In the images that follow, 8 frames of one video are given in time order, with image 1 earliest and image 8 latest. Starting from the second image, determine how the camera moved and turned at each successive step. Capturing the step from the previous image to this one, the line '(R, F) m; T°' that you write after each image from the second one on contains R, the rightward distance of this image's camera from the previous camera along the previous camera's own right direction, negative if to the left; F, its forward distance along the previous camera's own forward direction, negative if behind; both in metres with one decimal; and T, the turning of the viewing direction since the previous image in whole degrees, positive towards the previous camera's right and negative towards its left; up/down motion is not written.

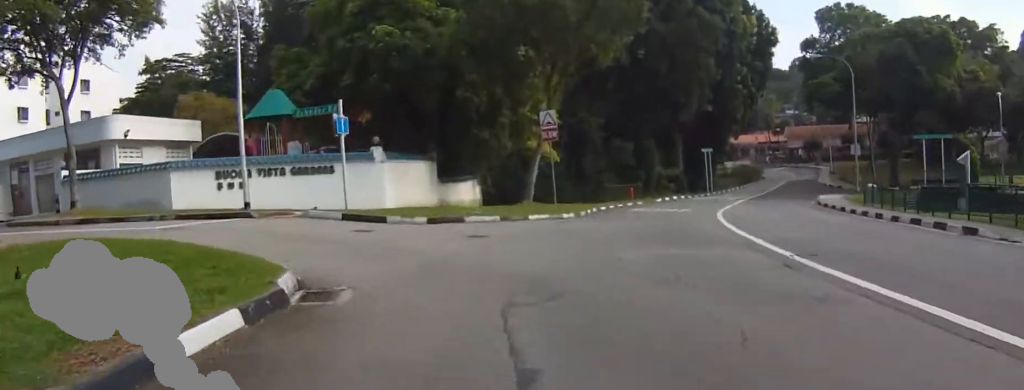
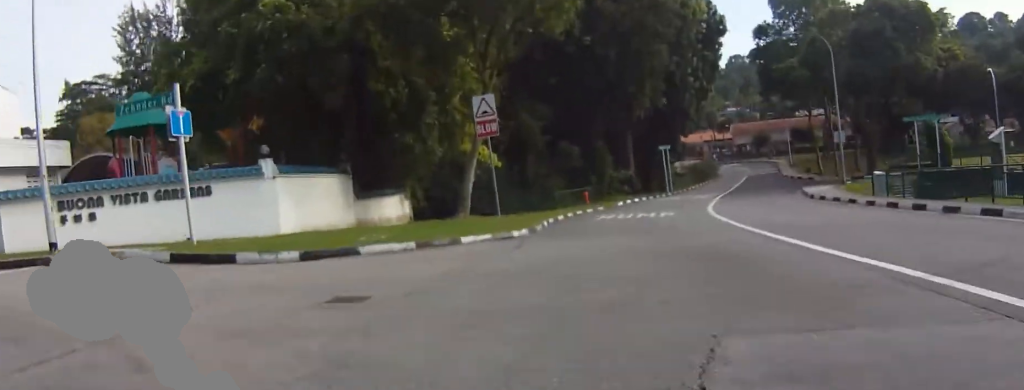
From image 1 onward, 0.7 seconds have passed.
(+0.2, +5.7) m; +3°
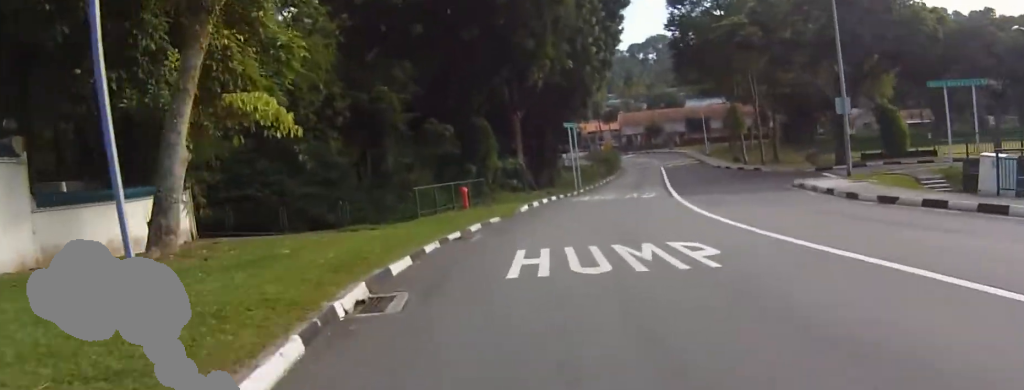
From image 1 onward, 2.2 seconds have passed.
(+0.1, +12.4) m; -1°
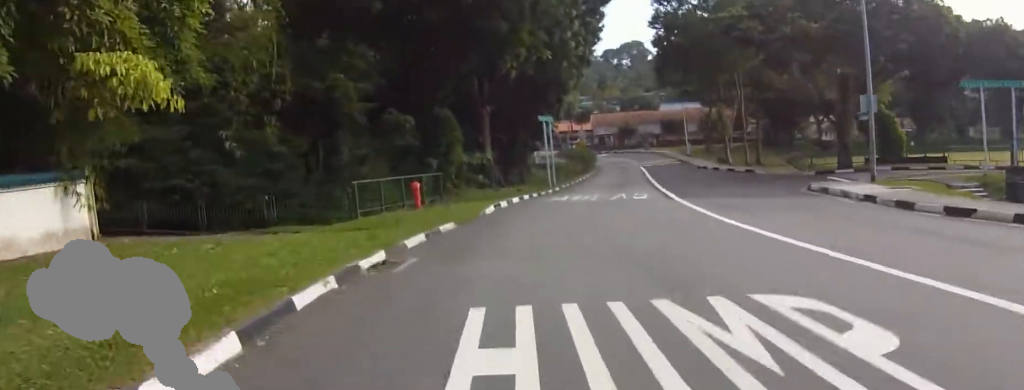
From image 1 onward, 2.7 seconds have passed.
(0.0, +3.8) m; -1°
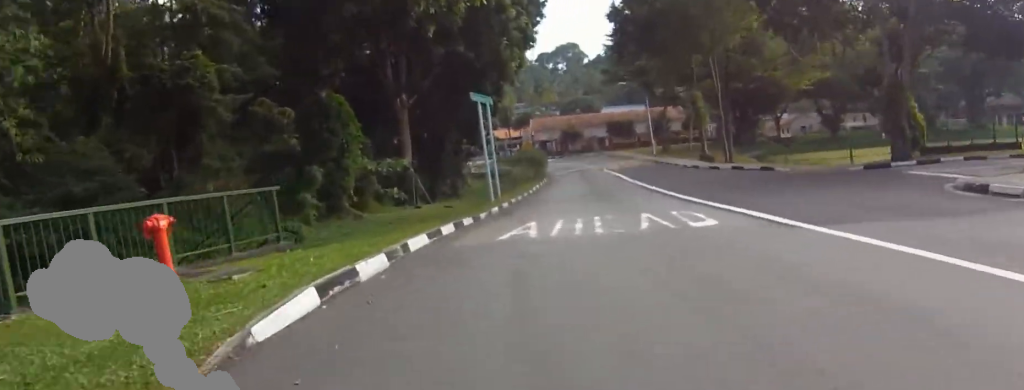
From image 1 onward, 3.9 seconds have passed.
(+0.4, +10.5) m; +11°
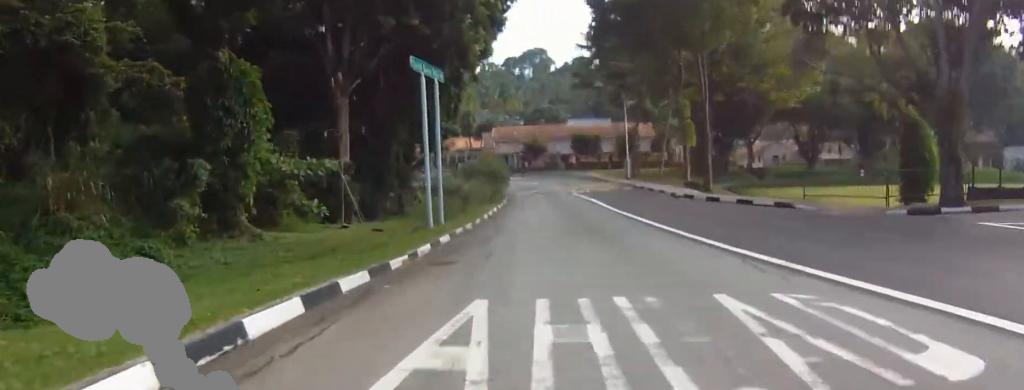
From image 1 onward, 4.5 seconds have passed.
(+1.0, +5.7) m; +4°
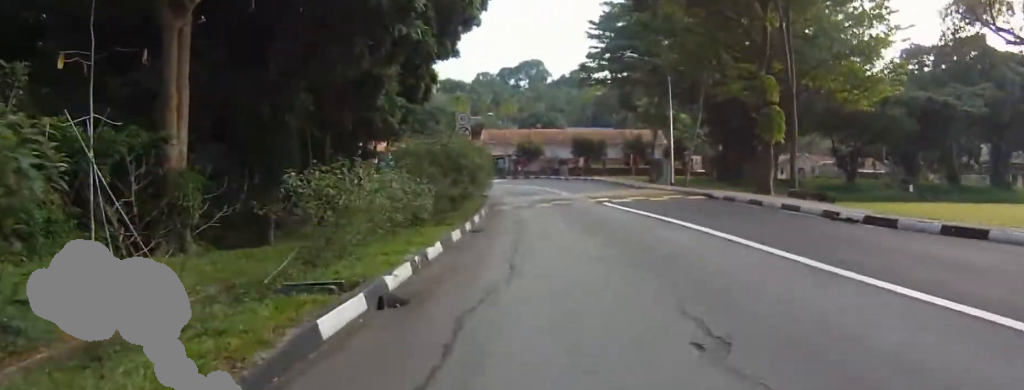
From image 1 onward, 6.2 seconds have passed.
(+0.1, +15.3) m; +4°
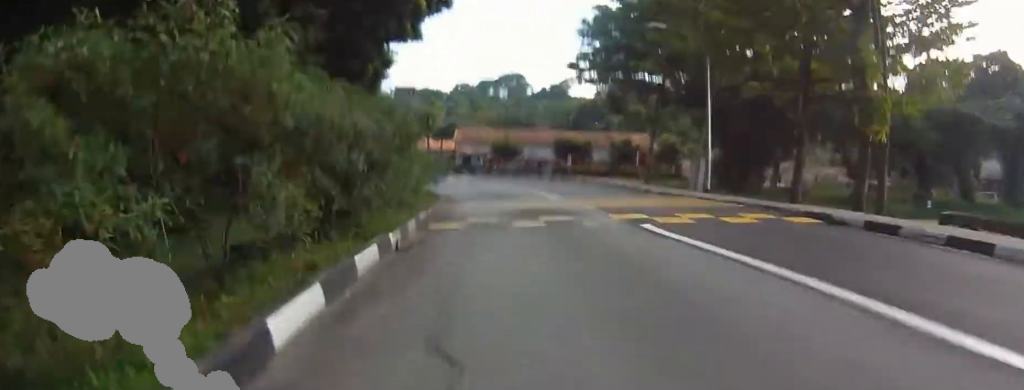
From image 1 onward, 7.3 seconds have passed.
(+0.5, +9.6) m; -4°
